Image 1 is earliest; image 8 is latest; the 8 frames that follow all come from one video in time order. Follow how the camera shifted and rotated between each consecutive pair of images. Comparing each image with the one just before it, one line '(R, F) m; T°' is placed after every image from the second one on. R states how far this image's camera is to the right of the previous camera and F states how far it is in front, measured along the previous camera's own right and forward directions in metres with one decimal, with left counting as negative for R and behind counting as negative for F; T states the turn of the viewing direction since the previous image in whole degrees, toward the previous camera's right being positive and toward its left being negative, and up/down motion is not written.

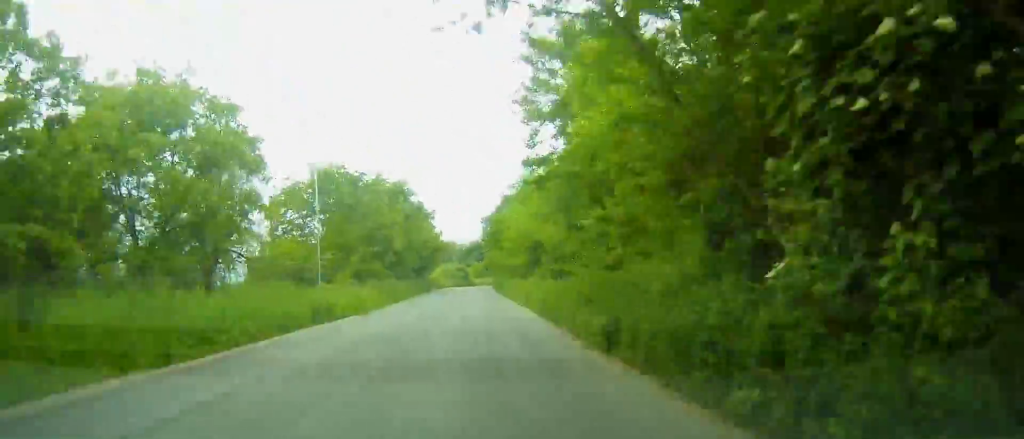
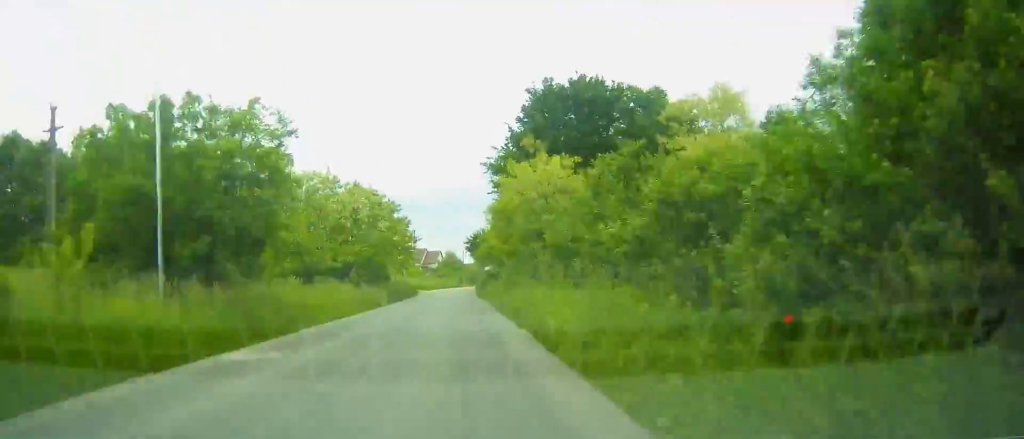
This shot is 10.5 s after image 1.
(+41.4, +148.0) m; +28°
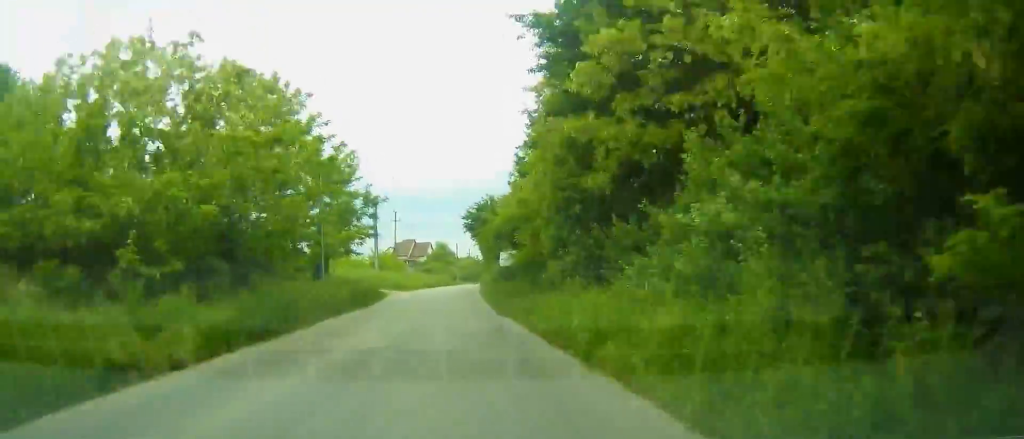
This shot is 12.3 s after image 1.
(0.0, +27.9) m; +1°
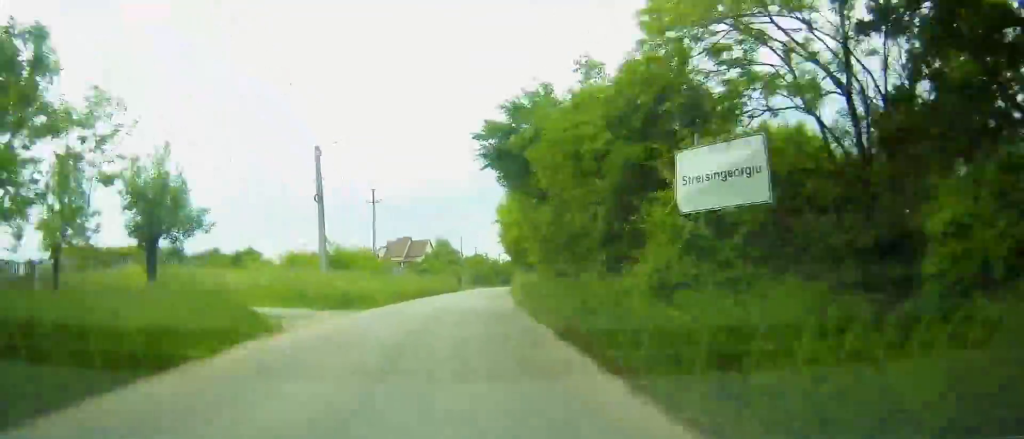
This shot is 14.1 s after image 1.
(-0.3, +28.0) m; +2°
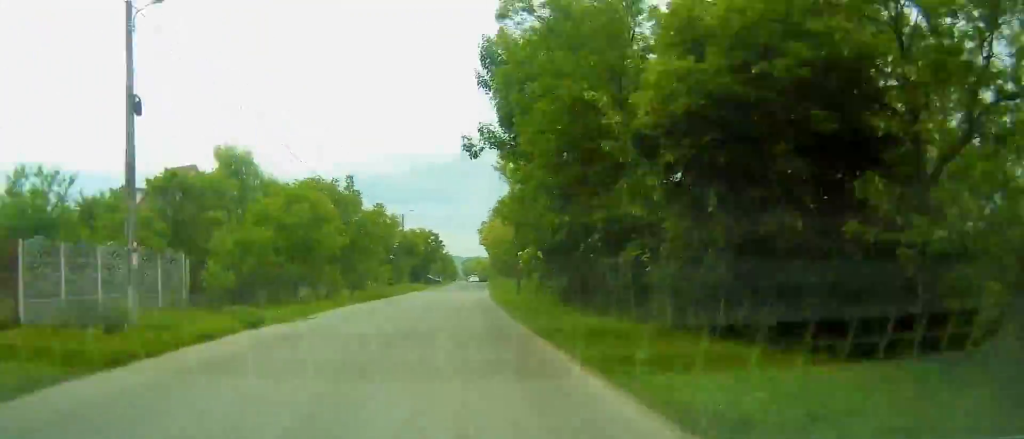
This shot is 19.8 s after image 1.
(+5.4, +90.8) m; +5°
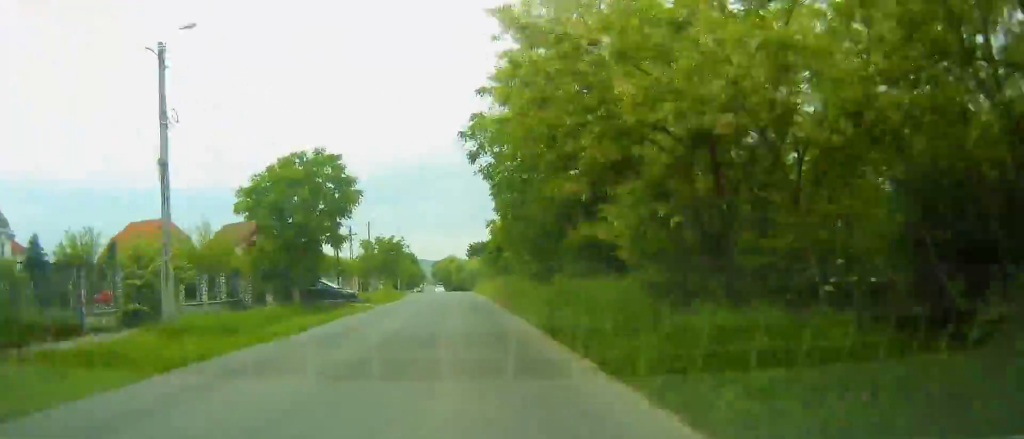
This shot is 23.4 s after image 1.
(+1.0, +58.6) m; +1°
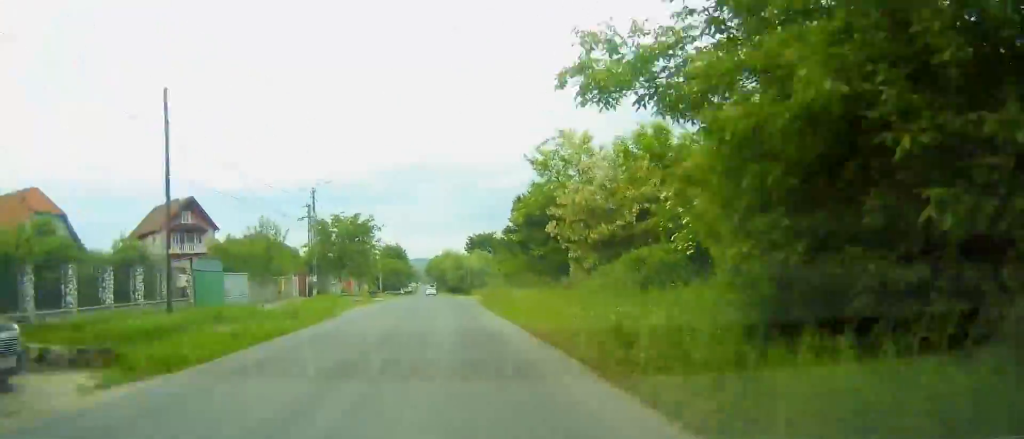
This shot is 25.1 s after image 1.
(+0.3, +27.2) m; 0°
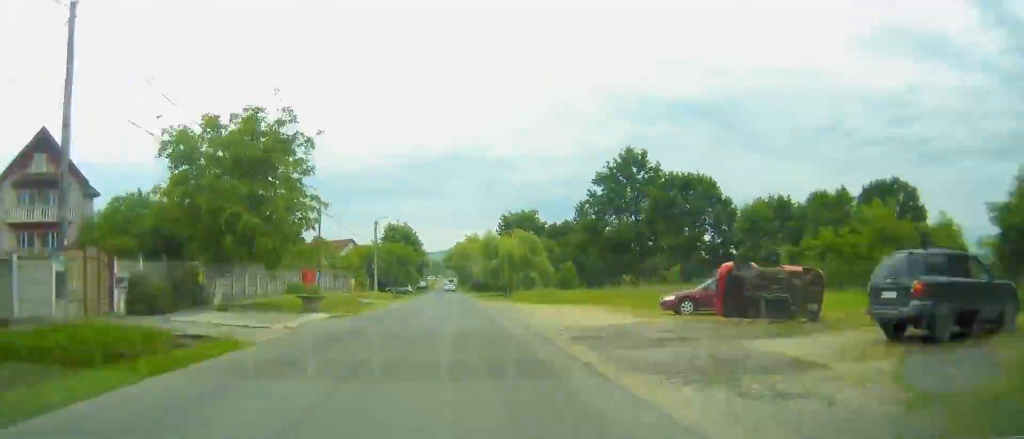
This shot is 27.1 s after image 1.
(-0.1, +33.5) m; 0°
